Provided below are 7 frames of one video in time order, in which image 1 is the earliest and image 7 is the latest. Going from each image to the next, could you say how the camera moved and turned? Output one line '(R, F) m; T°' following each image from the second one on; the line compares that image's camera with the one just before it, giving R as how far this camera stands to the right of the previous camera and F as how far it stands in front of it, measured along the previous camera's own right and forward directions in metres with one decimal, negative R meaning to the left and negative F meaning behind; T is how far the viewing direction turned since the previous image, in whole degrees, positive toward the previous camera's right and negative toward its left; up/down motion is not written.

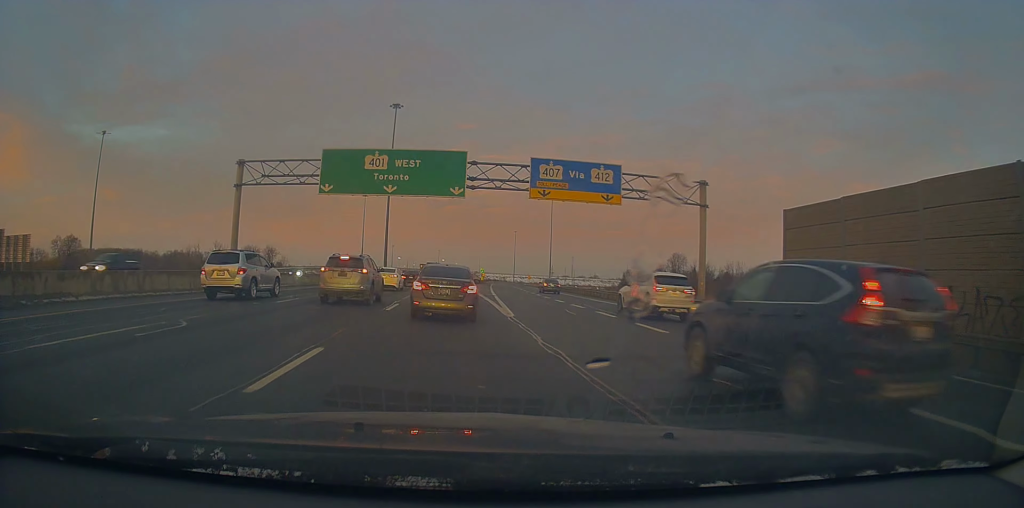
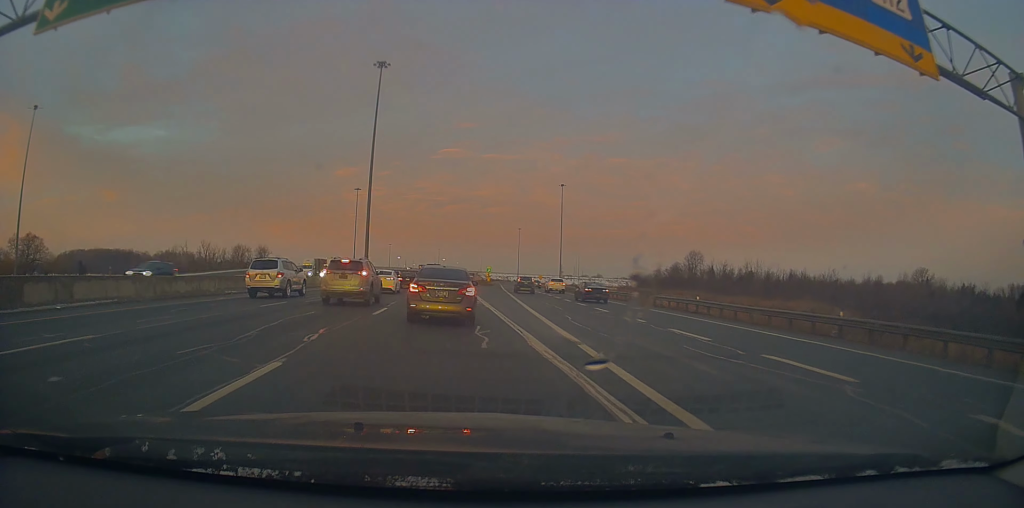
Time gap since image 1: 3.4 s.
(+0.8, +24.3) m; +2°
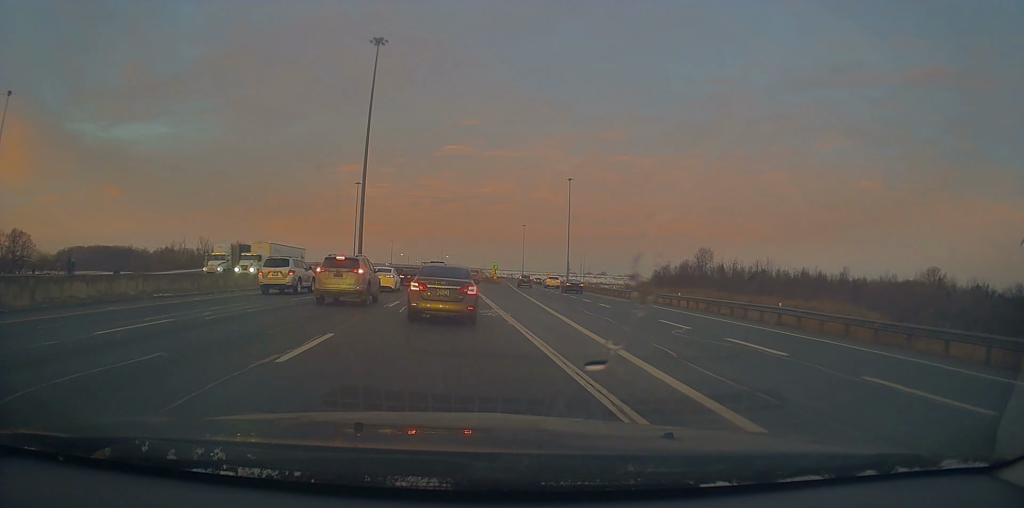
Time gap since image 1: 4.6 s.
(+0.4, +8.8) m; +1°
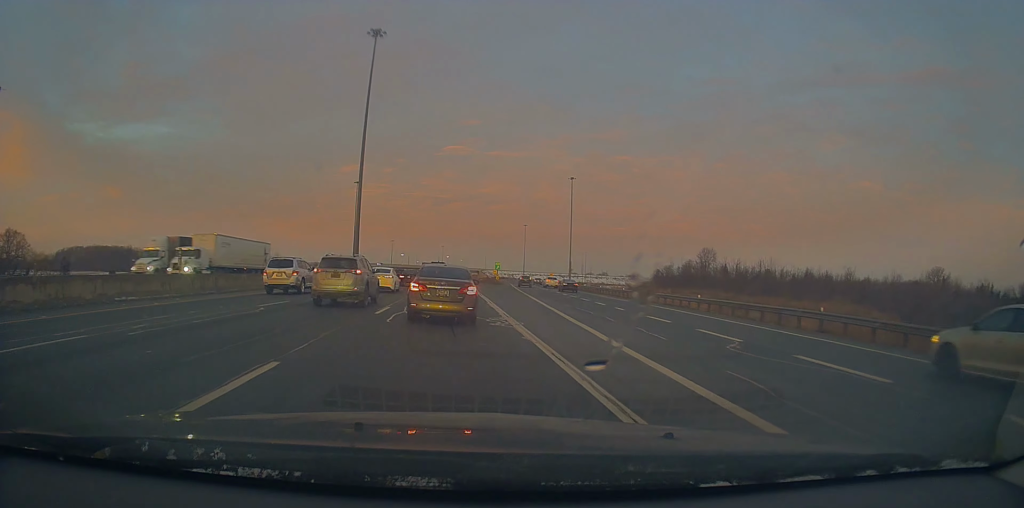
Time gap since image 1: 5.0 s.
(0.0, +3.3) m; -2°
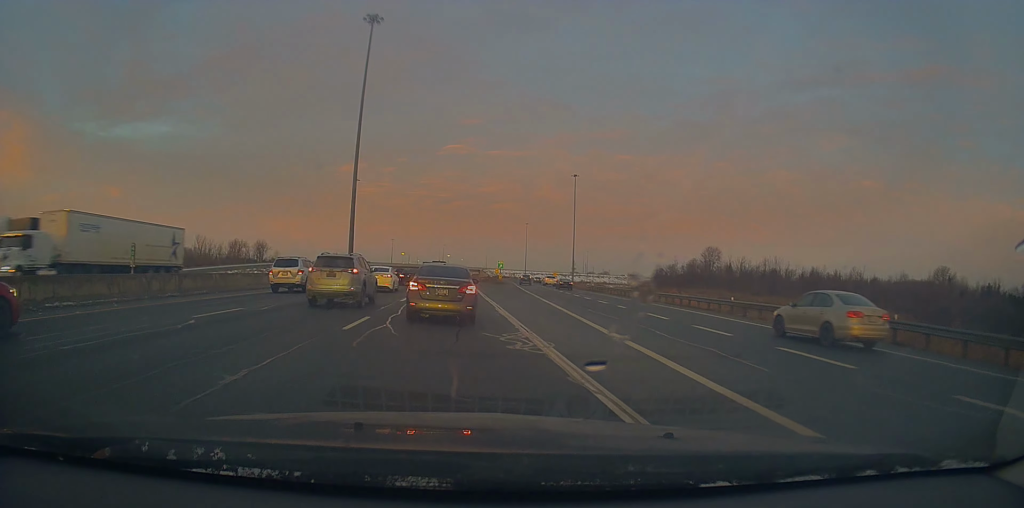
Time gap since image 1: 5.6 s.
(-0.2, +4.6) m; 0°
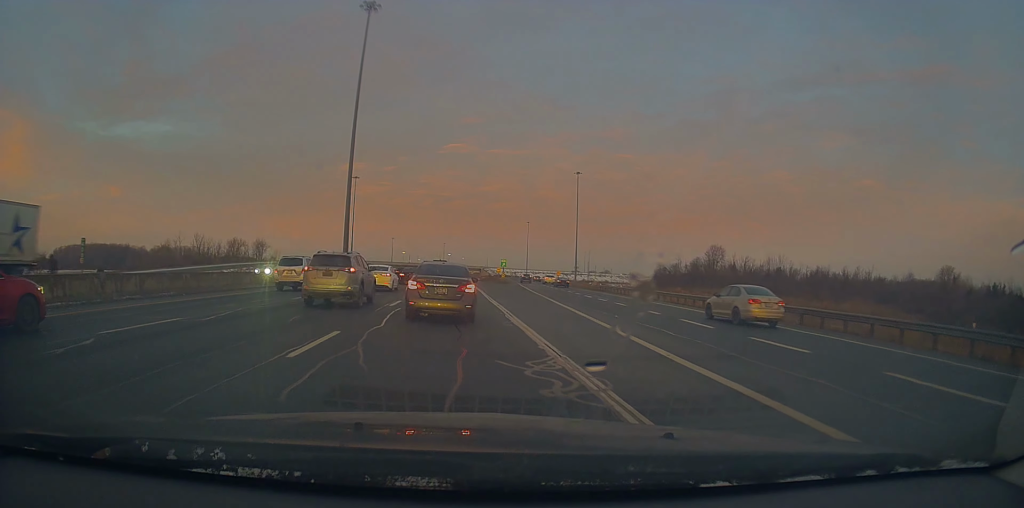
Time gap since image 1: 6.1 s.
(-0.2, +3.8) m; 0°
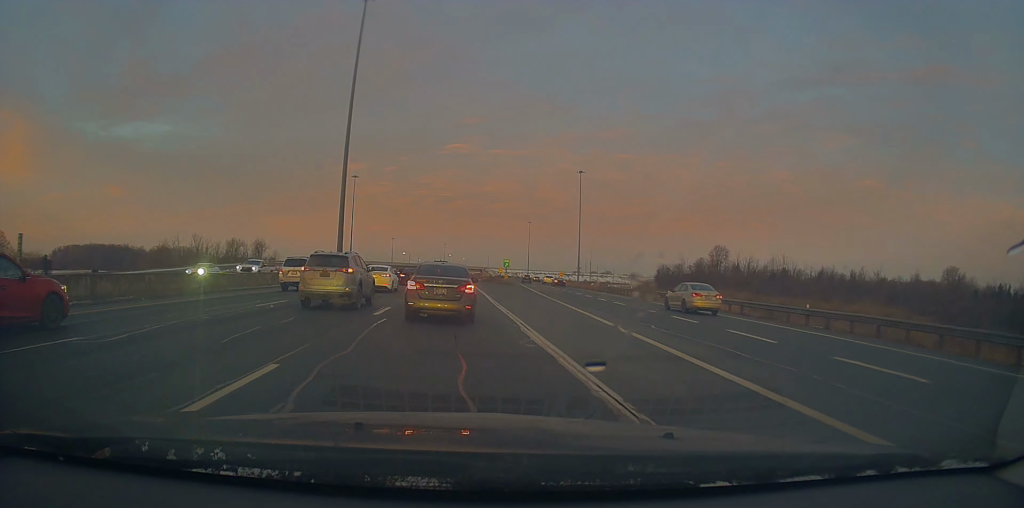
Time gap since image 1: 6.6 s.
(+0.2, +3.8) m; +2°
